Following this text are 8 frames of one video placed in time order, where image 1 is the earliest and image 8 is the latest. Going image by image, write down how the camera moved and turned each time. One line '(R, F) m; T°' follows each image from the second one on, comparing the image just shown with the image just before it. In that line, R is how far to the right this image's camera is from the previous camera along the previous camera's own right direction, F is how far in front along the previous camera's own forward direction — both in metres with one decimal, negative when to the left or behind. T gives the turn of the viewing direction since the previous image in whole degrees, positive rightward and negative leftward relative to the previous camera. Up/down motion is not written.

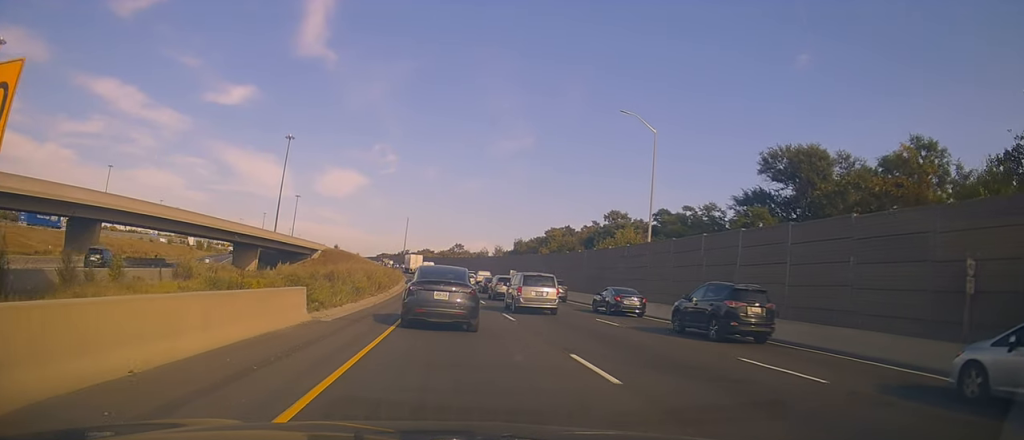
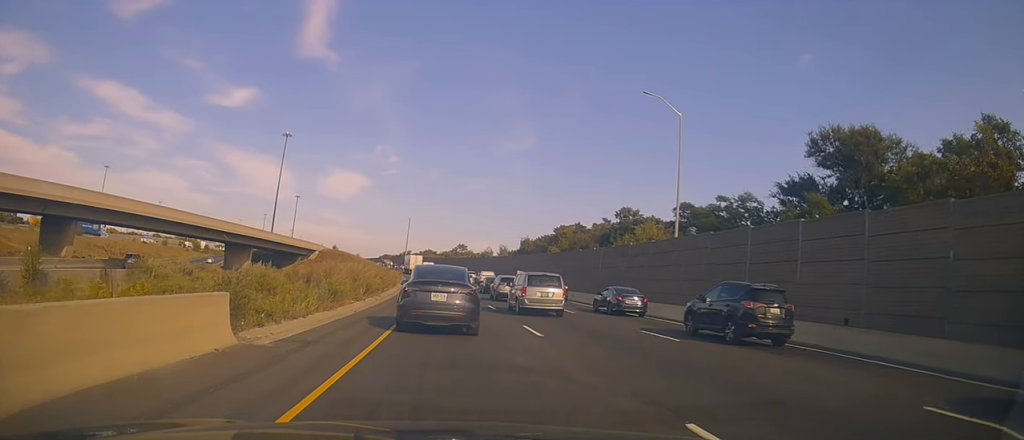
(0.0, +5.2) m; -2°
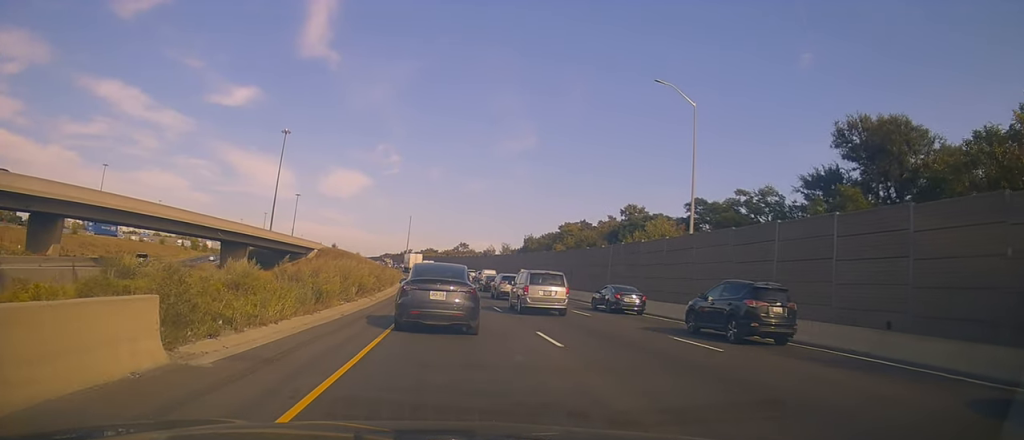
(0.0, +2.7) m; -3°
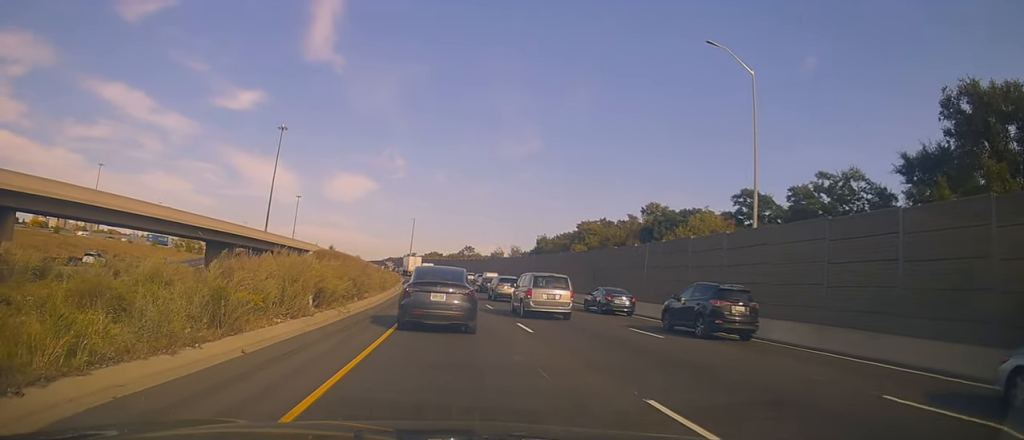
(-0.3, +9.4) m; +2°
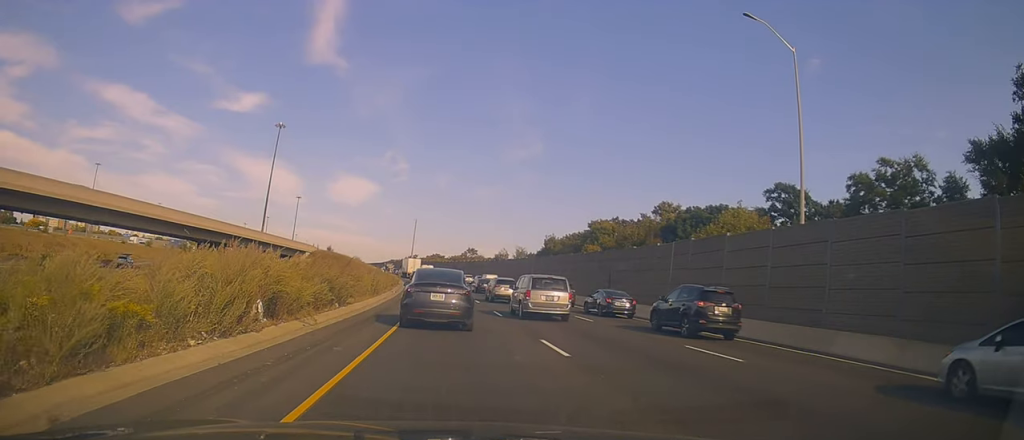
(+0.2, +4.4) m; -2°
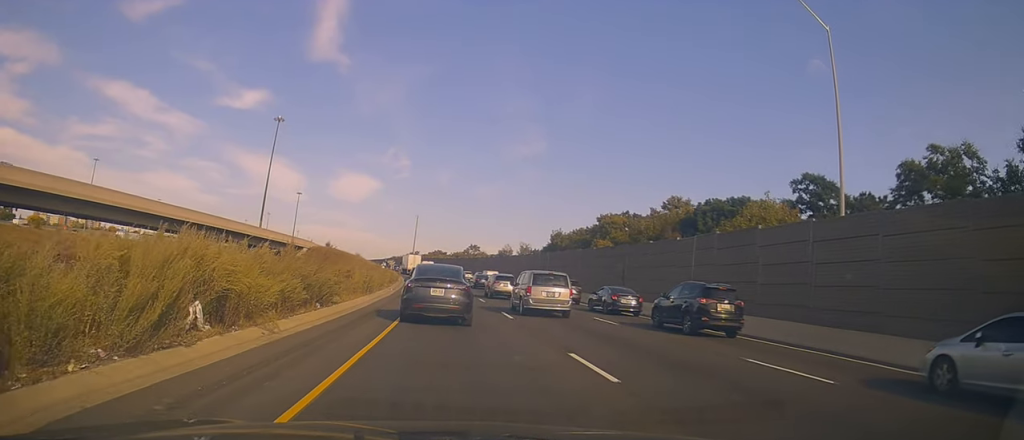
(-0.1, +2.7) m; -2°
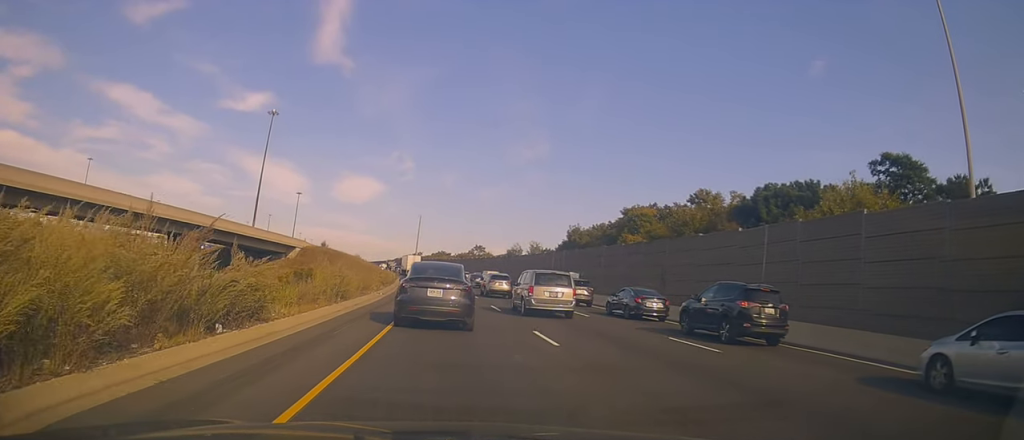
(0.0, +7.2) m; +1°
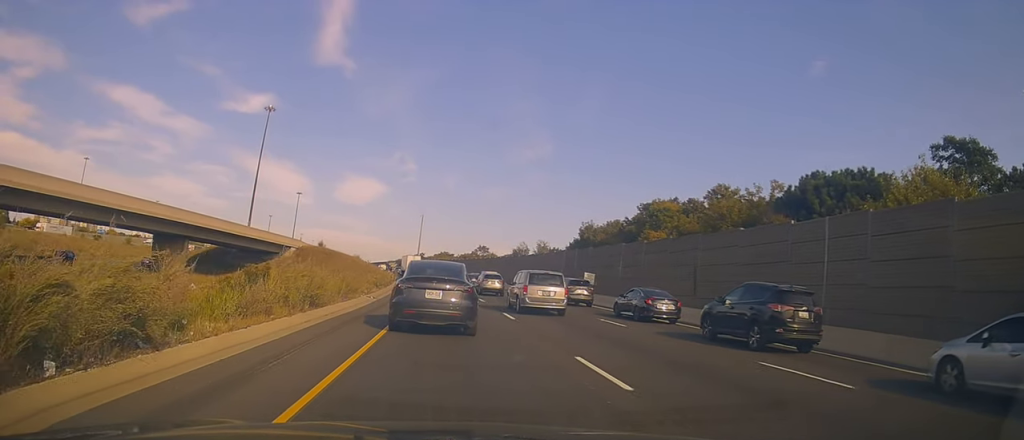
(-0.2, +5.8) m; 0°
